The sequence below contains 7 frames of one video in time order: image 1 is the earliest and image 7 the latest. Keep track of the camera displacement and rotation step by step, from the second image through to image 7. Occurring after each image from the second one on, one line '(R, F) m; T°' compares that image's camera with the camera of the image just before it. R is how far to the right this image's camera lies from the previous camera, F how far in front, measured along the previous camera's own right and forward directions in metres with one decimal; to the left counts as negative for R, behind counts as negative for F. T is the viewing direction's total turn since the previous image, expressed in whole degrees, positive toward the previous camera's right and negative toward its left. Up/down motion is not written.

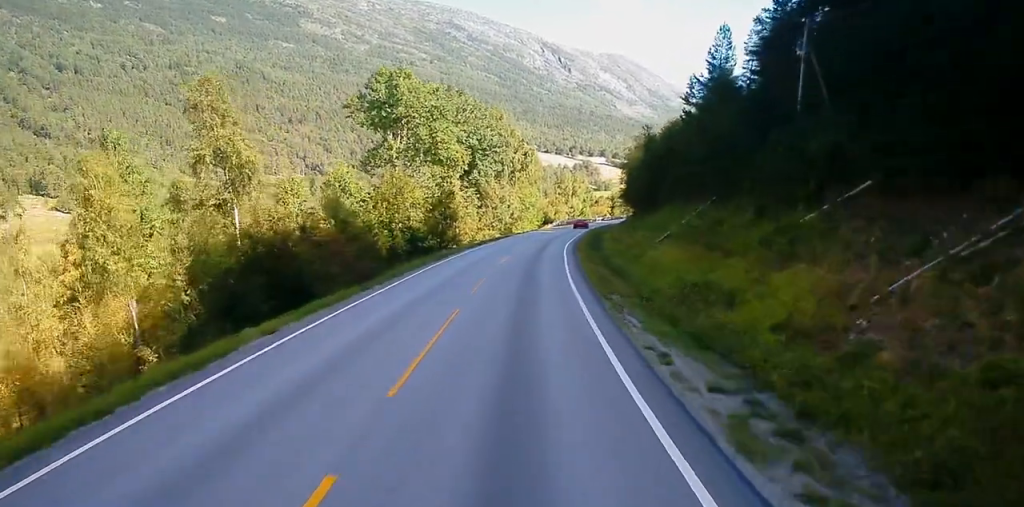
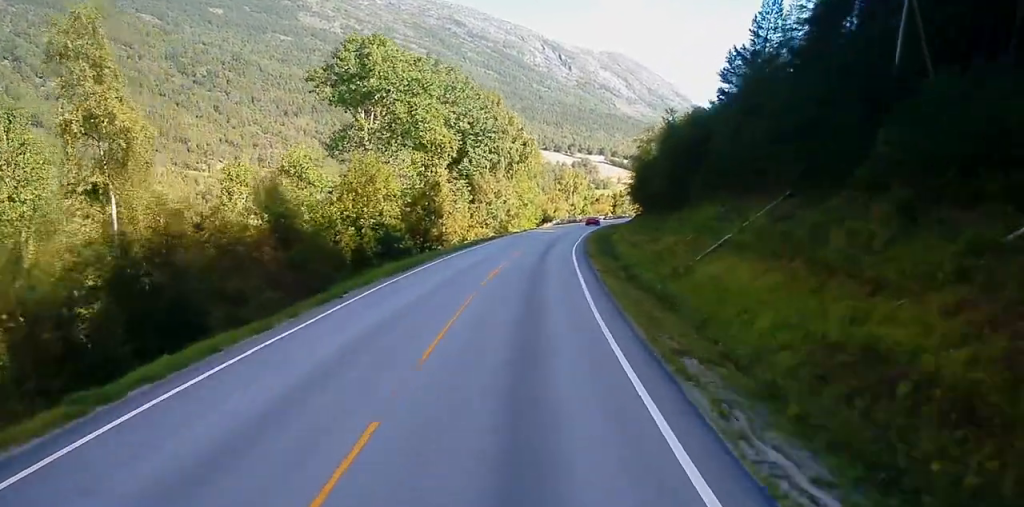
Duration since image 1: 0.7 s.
(+0.1, +10.2) m; +1°
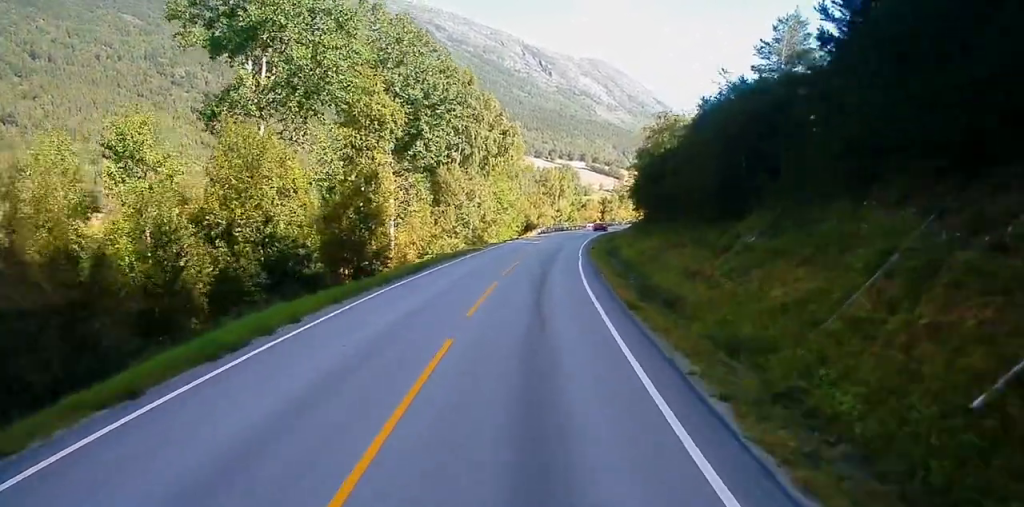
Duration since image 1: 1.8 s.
(+0.1, +18.0) m; +1°
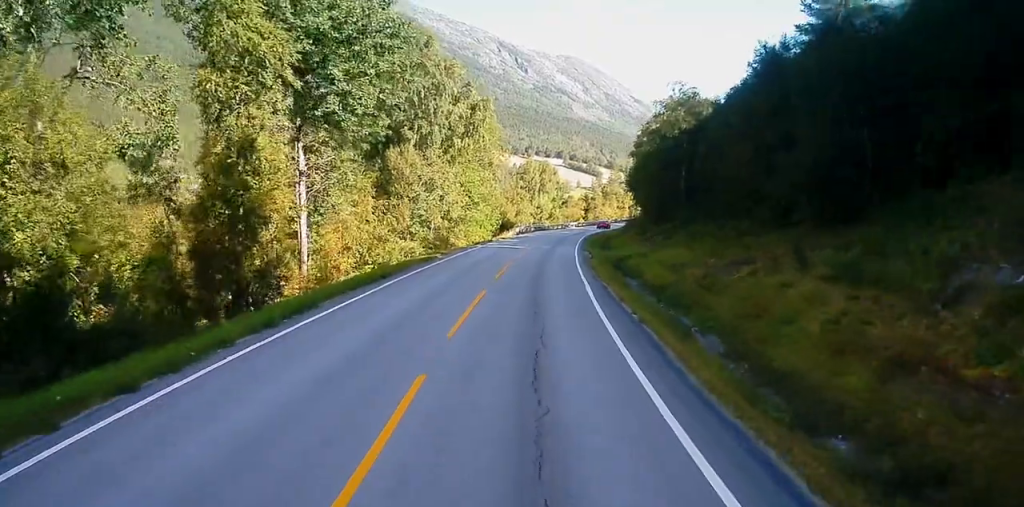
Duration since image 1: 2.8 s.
(+0.2, +15.2) m; +1°
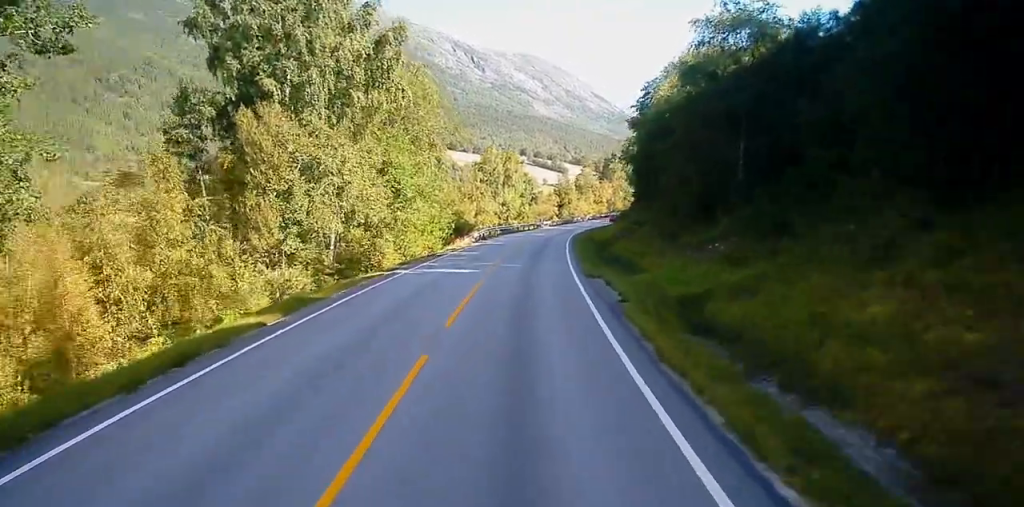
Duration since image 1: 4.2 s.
(+0.4, +22.8) m; +2°
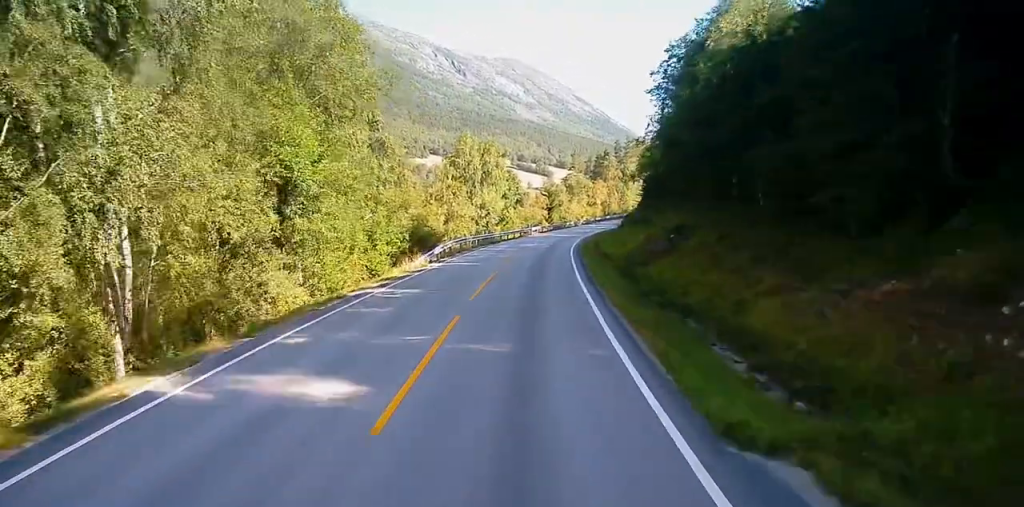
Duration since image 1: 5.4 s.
(+0.3, +18.7) m; 0°
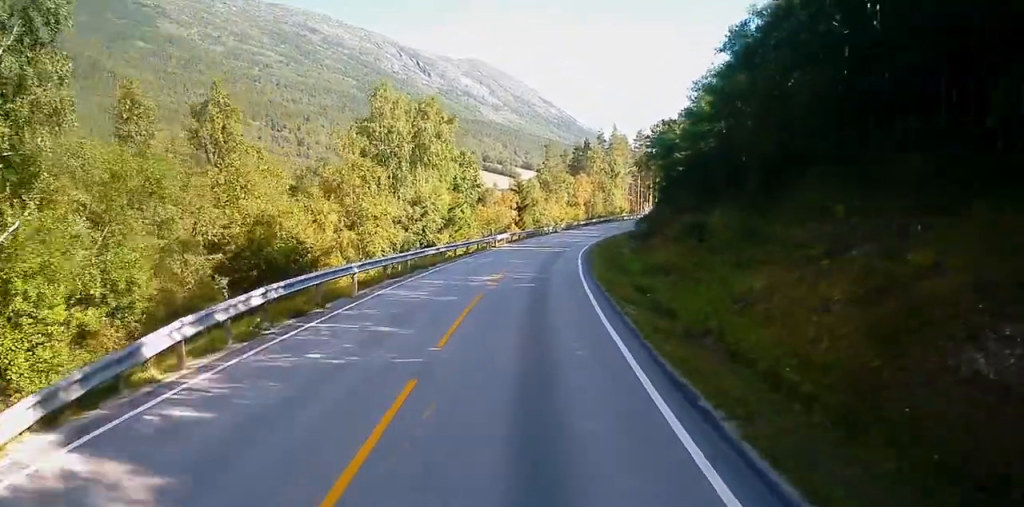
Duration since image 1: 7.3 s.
(+1.0, +29.8) m; +4°
